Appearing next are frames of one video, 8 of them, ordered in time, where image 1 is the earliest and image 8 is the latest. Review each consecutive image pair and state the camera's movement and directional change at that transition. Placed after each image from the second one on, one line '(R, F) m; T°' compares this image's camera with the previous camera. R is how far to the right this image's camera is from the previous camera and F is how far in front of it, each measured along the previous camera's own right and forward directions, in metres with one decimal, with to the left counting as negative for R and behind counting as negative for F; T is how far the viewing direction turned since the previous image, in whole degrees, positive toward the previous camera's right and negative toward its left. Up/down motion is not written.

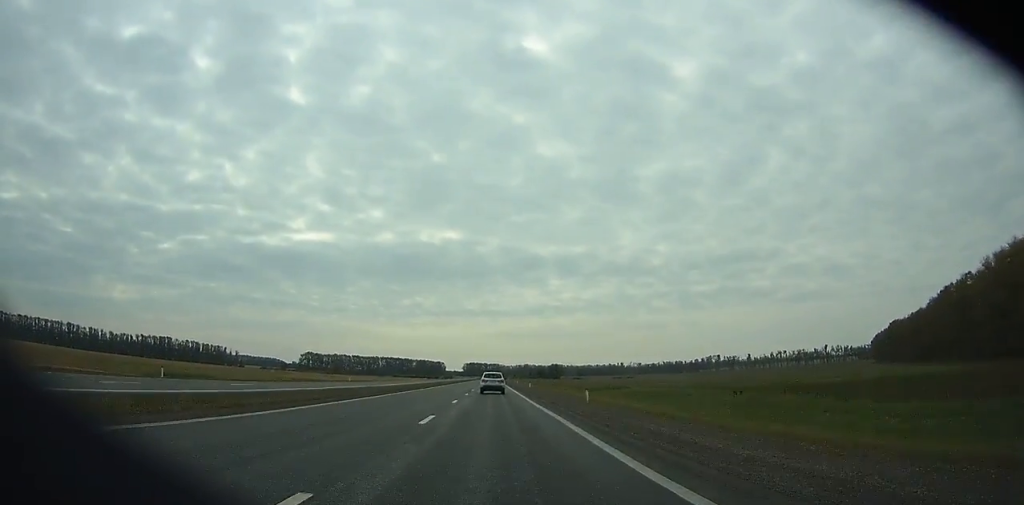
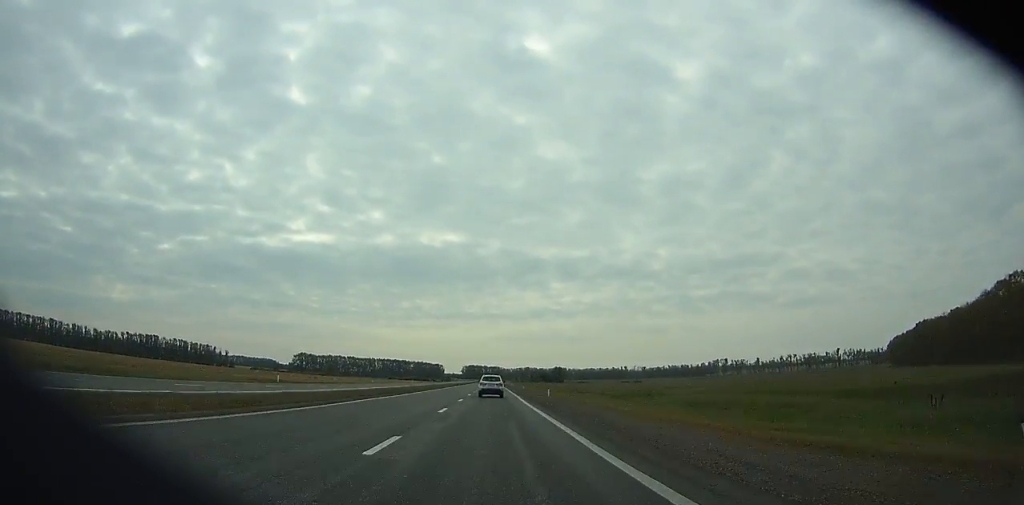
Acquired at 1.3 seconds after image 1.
(0.0, +29.8) m; 0°
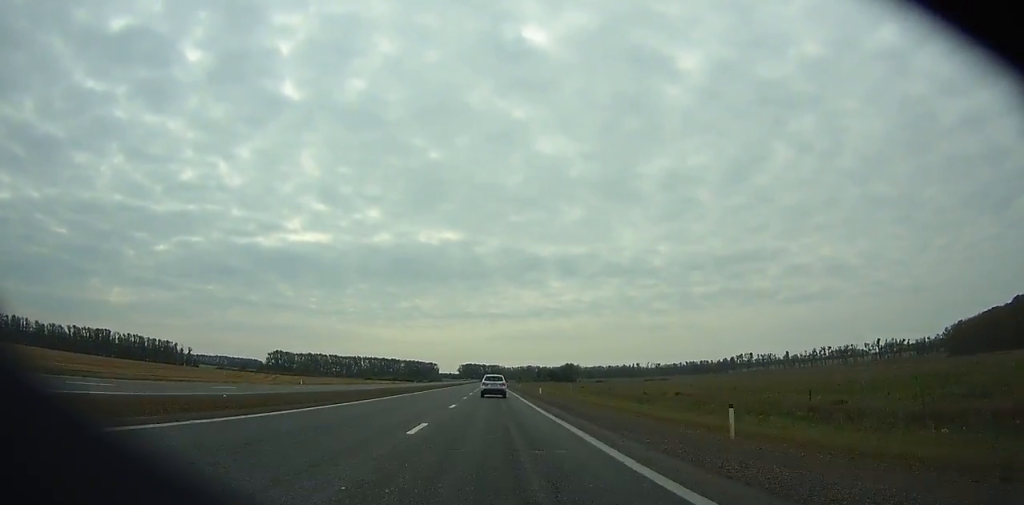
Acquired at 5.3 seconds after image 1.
(-0.1, +92.2) m; 0°
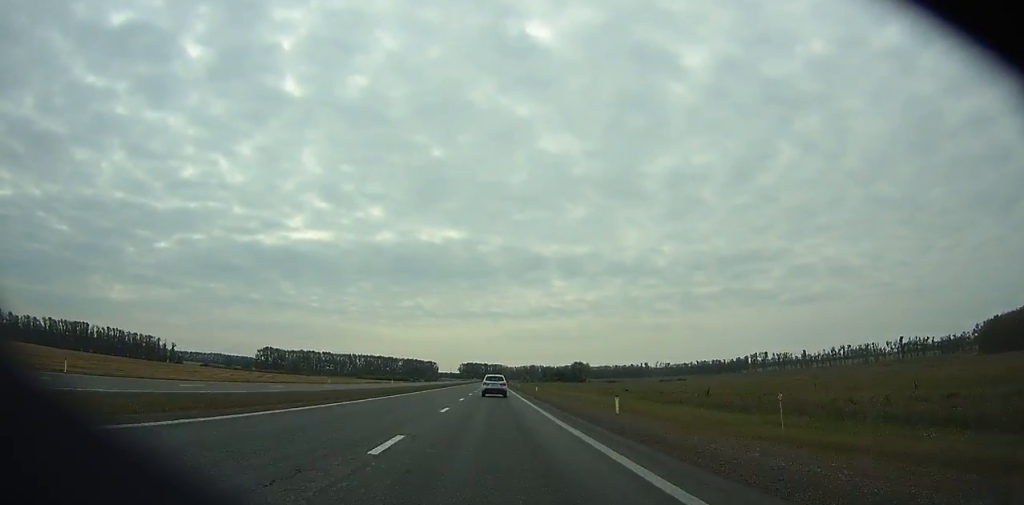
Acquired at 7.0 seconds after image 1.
(0.0, +39.5) m; 0°
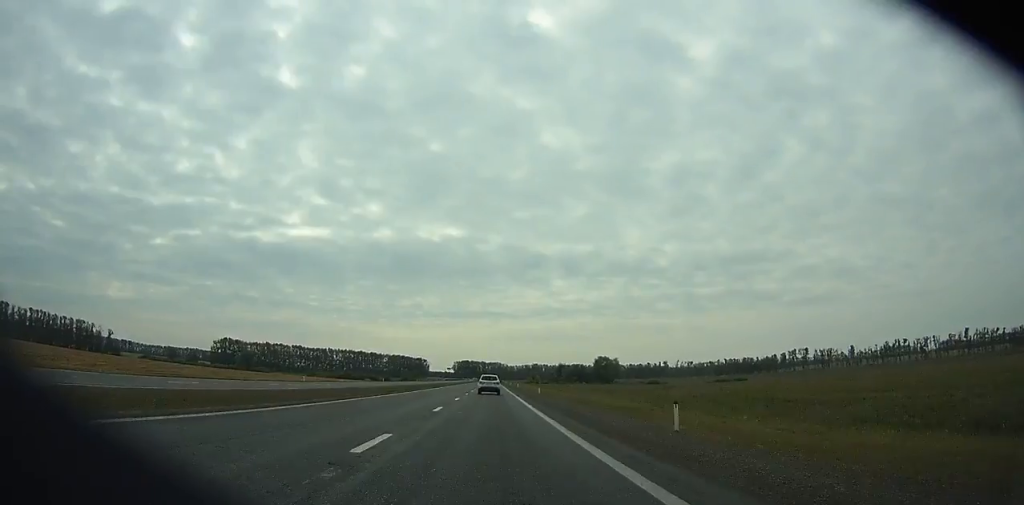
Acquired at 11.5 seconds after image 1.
(+0.1, +107.5) m; 0°
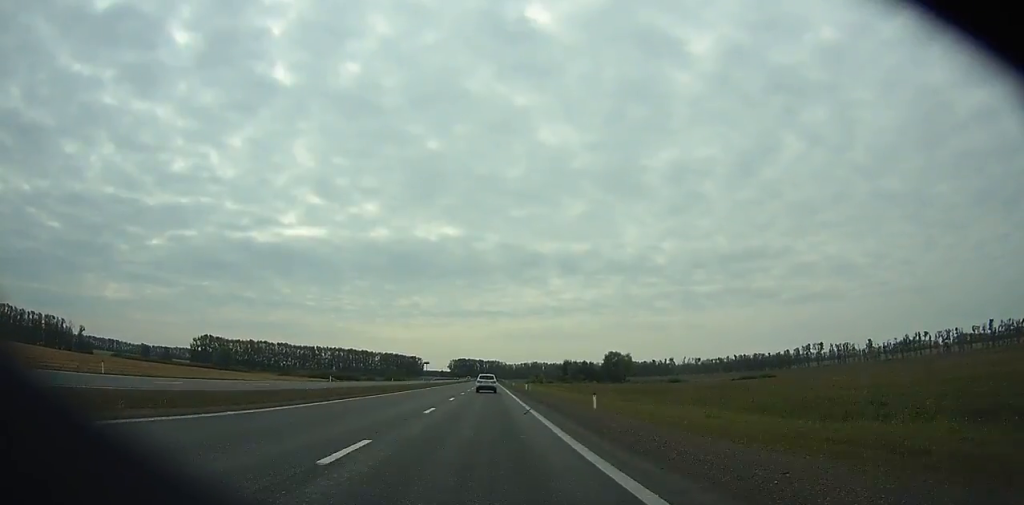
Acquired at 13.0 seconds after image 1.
(+0.1, +36.4) m; 0°
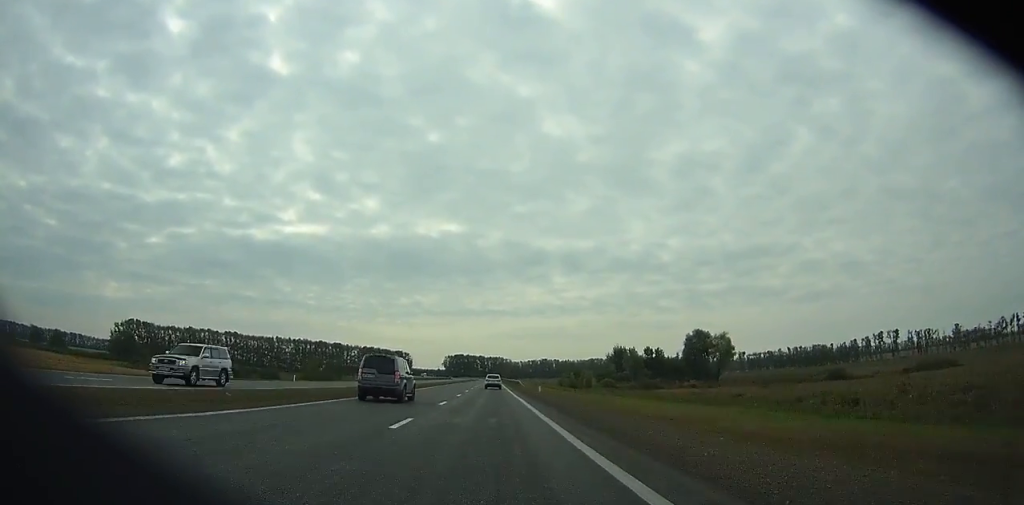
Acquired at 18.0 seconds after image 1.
(0.0, +125.2) m; 0°
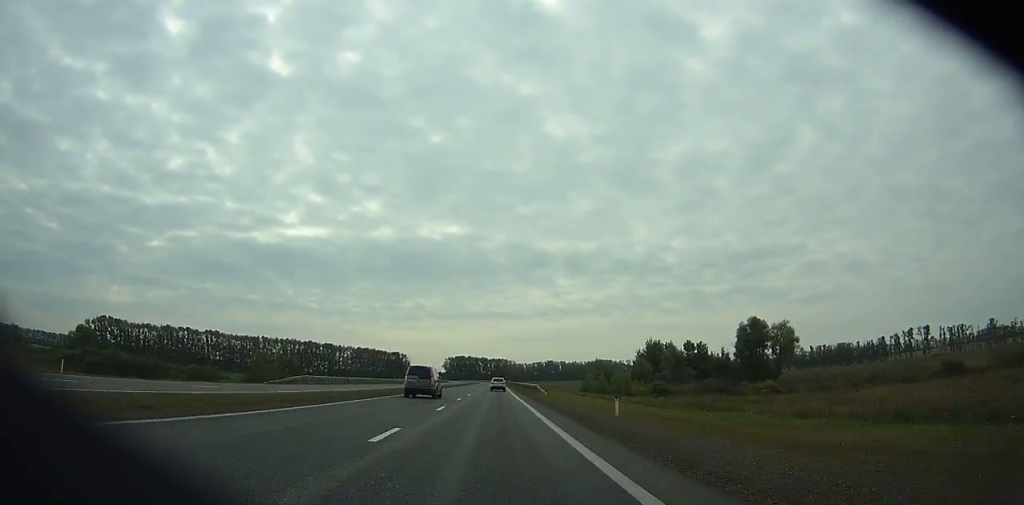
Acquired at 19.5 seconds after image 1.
(0.0, +38.2) m; 0°
